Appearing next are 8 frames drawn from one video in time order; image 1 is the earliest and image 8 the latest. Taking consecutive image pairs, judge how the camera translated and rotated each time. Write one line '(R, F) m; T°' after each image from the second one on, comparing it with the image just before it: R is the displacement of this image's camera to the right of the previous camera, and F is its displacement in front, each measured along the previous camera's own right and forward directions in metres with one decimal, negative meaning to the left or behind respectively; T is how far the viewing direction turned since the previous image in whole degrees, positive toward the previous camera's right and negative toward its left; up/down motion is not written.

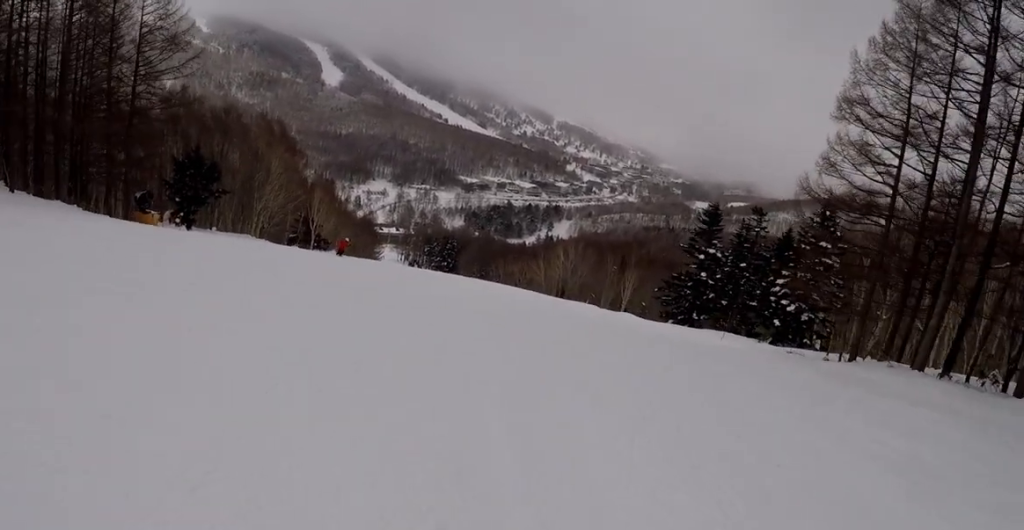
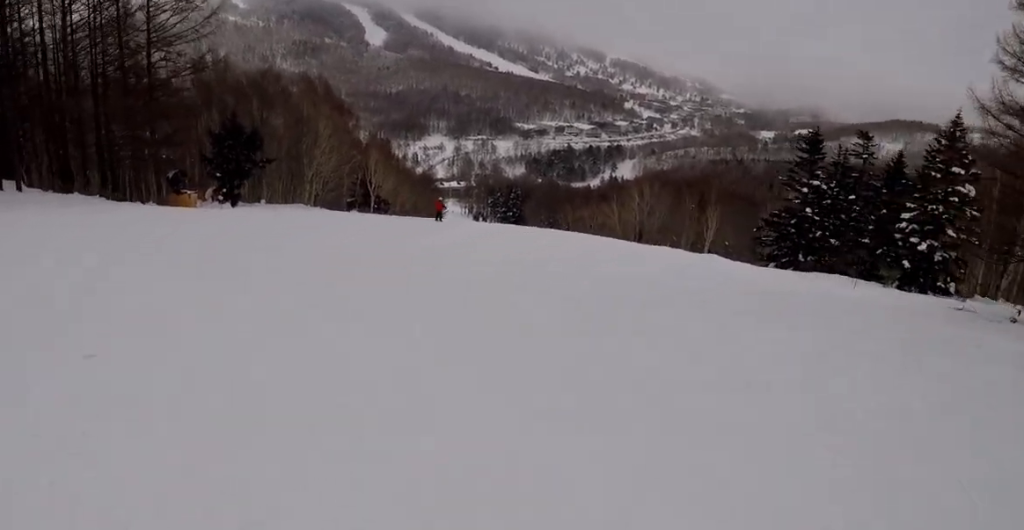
(-0.9, +5.4) m; -9°
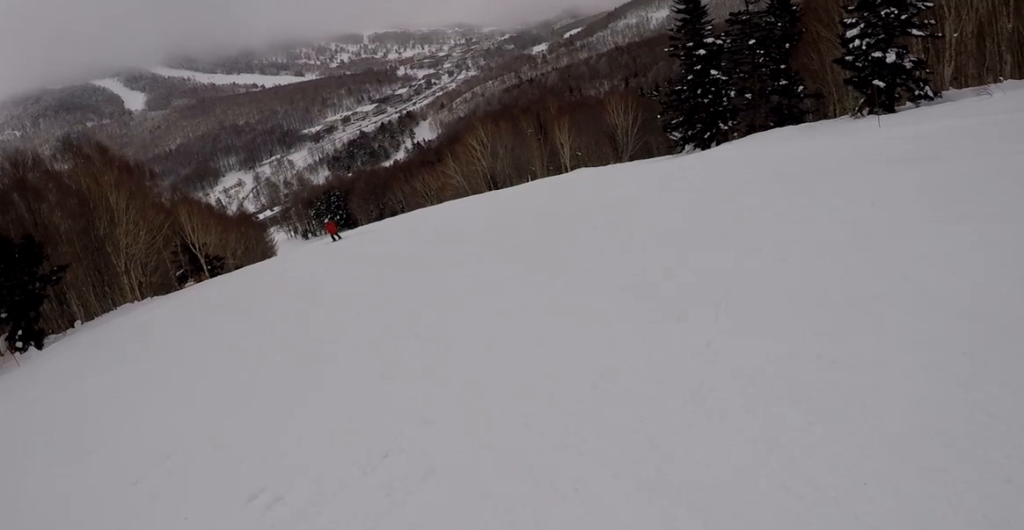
(+2.0, +11.9) m; +30°
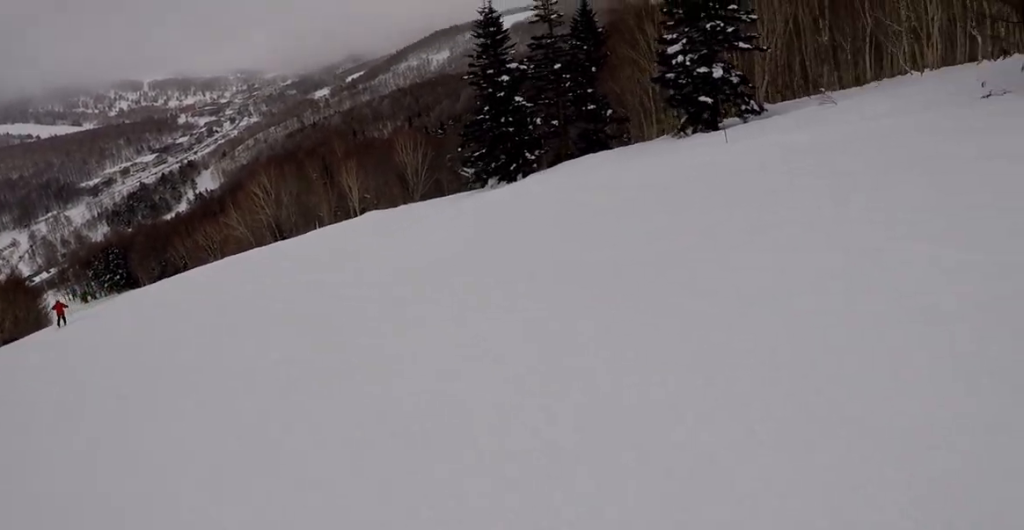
(+1.0, +5.2) m; +7°
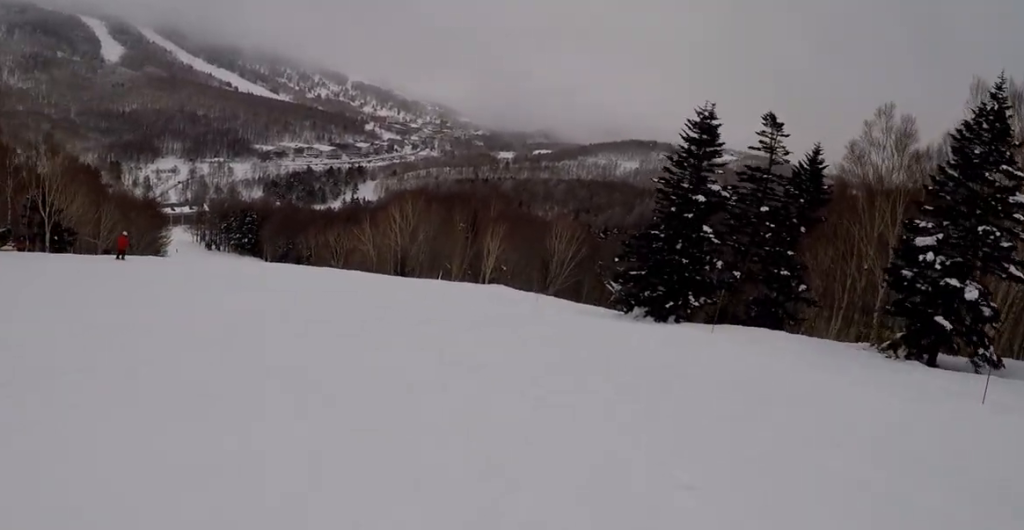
(+0.2, +7.5) m; -11°
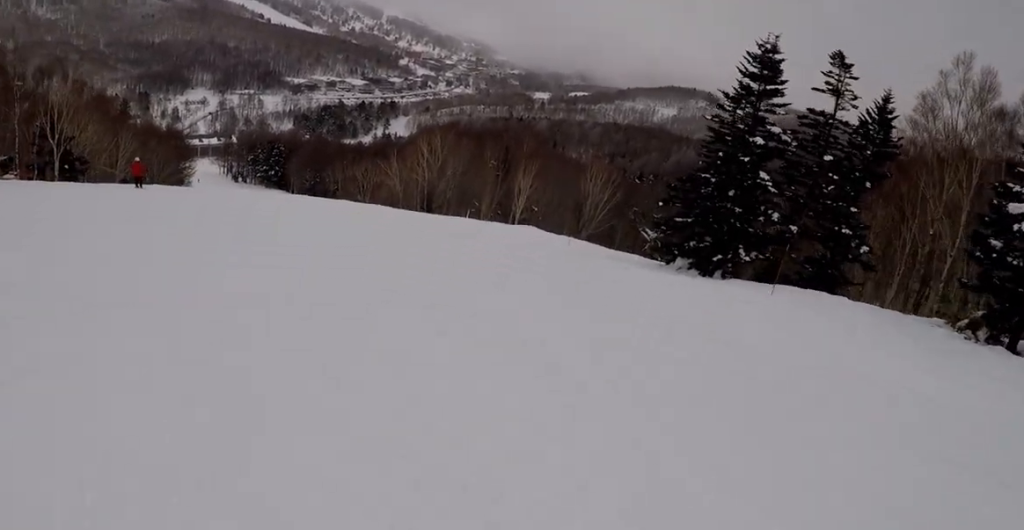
(0.0, +3.0) m; -9°
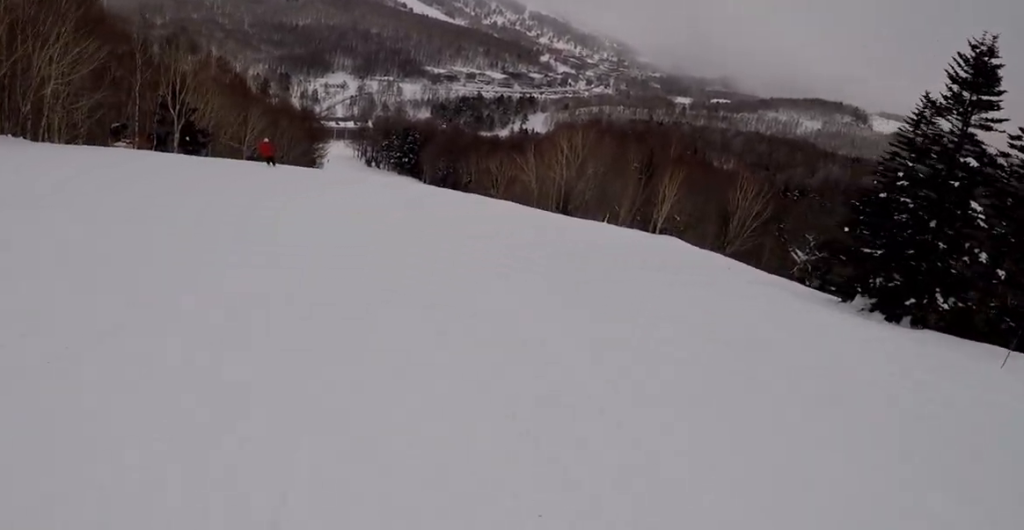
(-0.9, +4.7) m; -16°
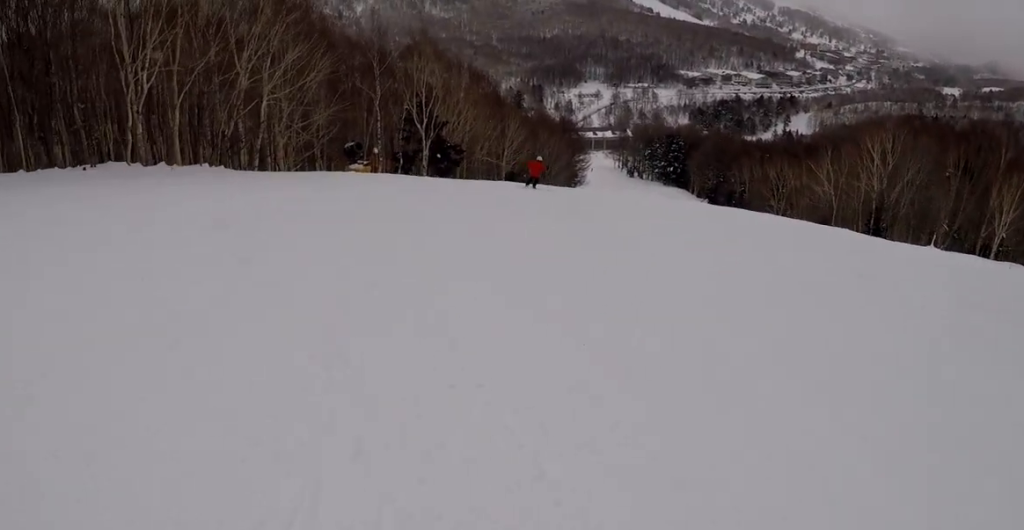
(-2.4, +10.0) m; -6°
